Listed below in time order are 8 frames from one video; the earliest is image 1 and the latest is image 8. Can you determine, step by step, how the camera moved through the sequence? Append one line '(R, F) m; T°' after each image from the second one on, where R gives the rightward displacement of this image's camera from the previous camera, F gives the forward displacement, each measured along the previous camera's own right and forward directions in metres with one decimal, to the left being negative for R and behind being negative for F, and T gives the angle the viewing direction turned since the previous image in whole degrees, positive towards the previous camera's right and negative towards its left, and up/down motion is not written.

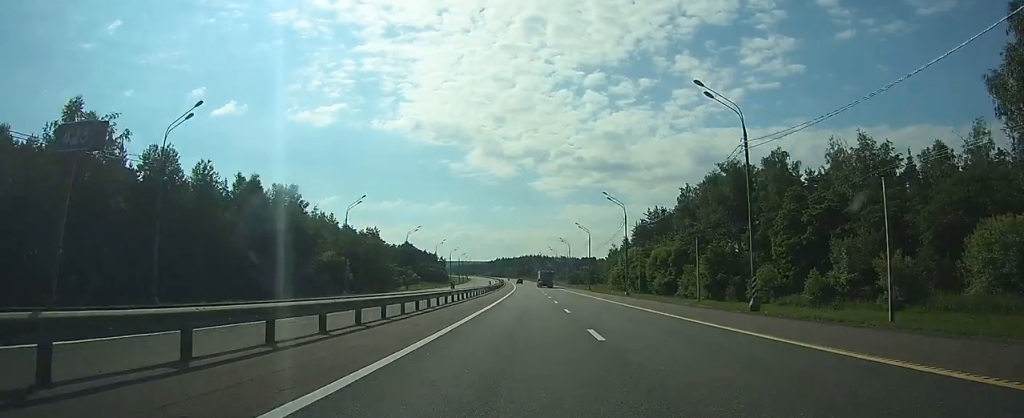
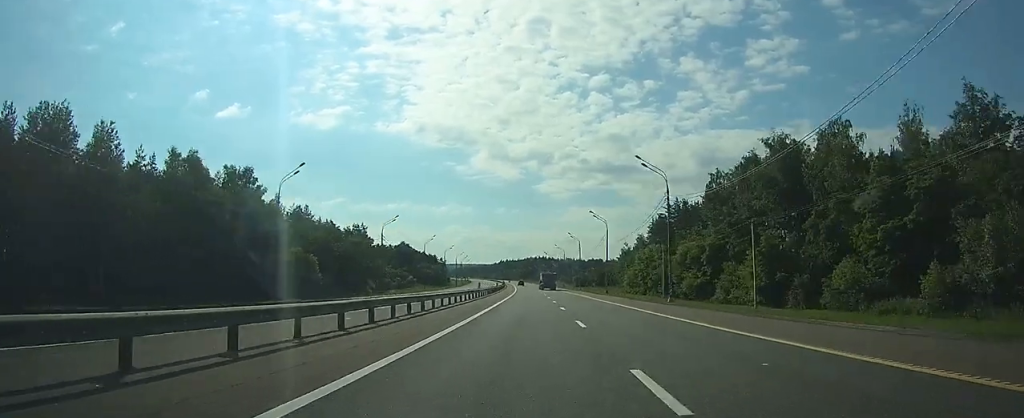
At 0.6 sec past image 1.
(-0.1, +19.6) m; 0°
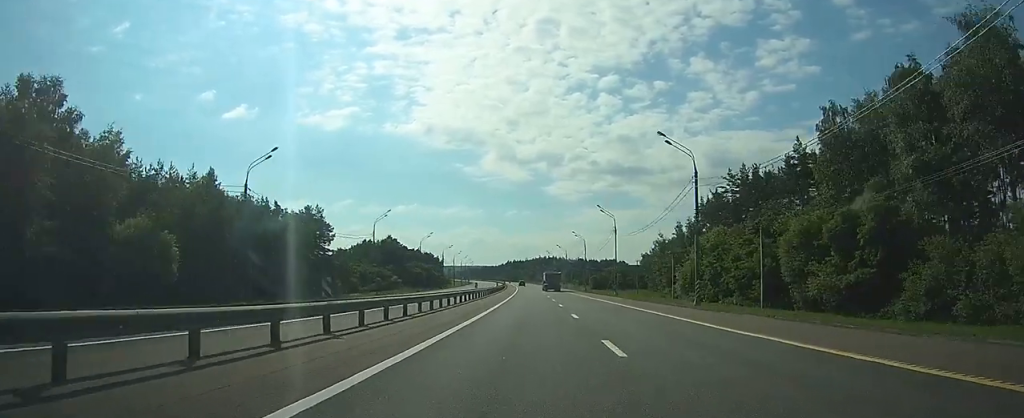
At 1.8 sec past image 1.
(-0.3, +43.4) m; -1°
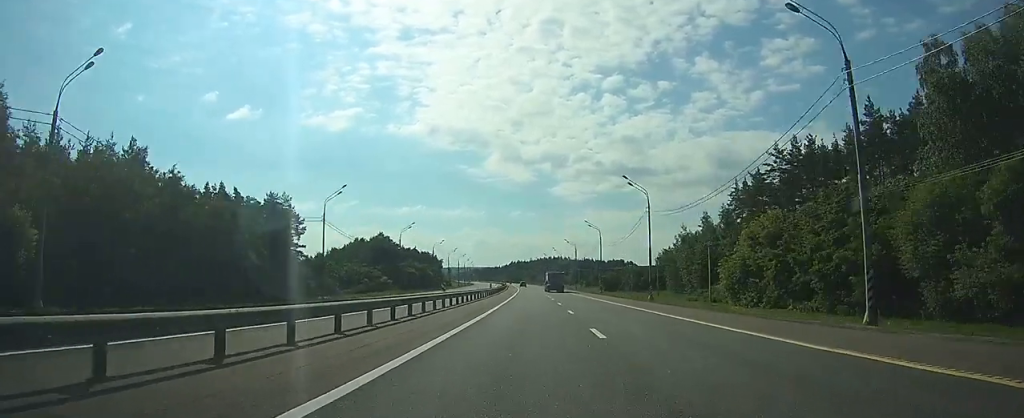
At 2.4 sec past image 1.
(-0.1, +20.4) m; -1°
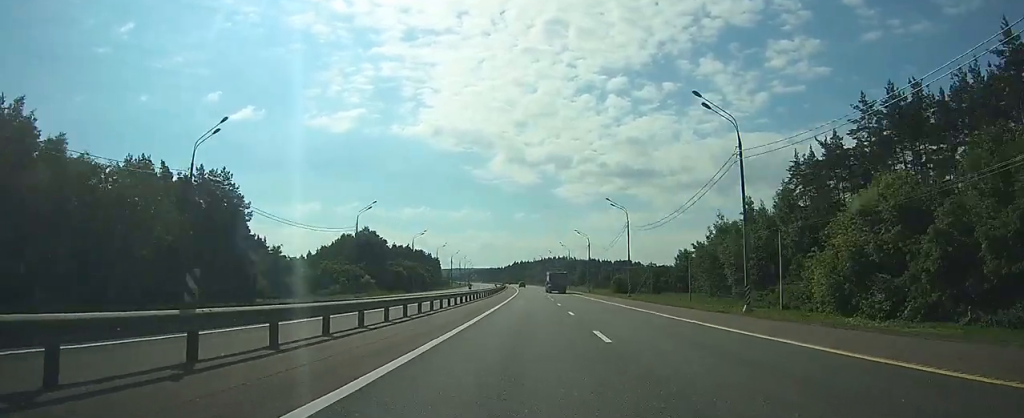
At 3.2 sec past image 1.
(-0.1, +24.8) m; -1°
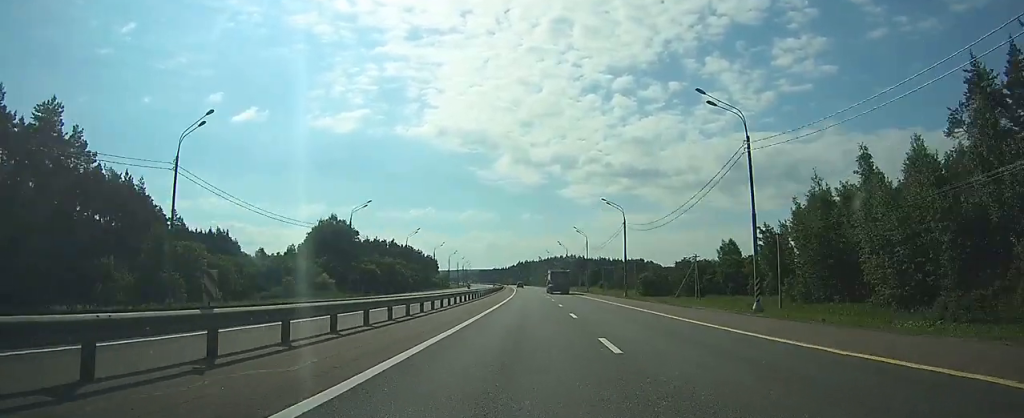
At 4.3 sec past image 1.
(-0.2, +38.1) m; -1°
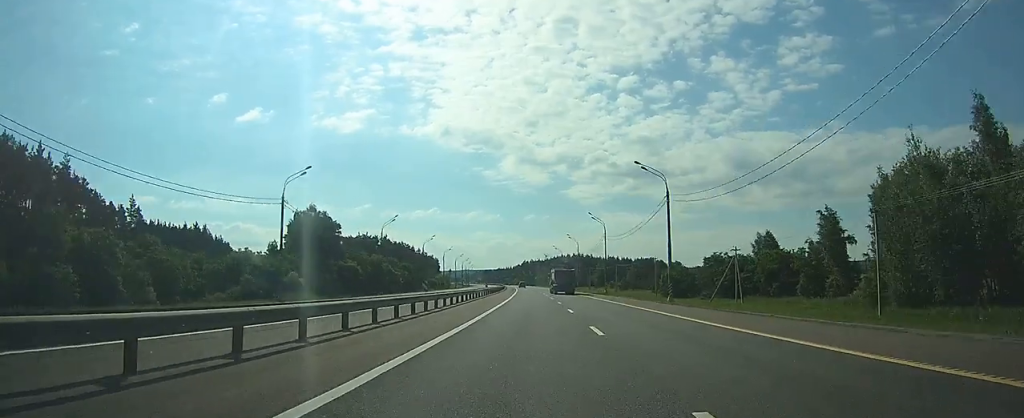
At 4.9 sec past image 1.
(-0.1, +20.1) m; 0°
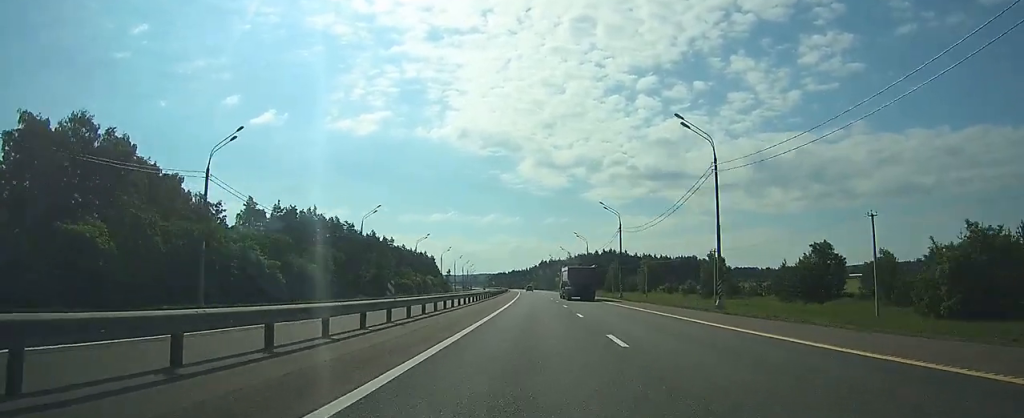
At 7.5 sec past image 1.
(-1.2, +85.7) m; -2°
